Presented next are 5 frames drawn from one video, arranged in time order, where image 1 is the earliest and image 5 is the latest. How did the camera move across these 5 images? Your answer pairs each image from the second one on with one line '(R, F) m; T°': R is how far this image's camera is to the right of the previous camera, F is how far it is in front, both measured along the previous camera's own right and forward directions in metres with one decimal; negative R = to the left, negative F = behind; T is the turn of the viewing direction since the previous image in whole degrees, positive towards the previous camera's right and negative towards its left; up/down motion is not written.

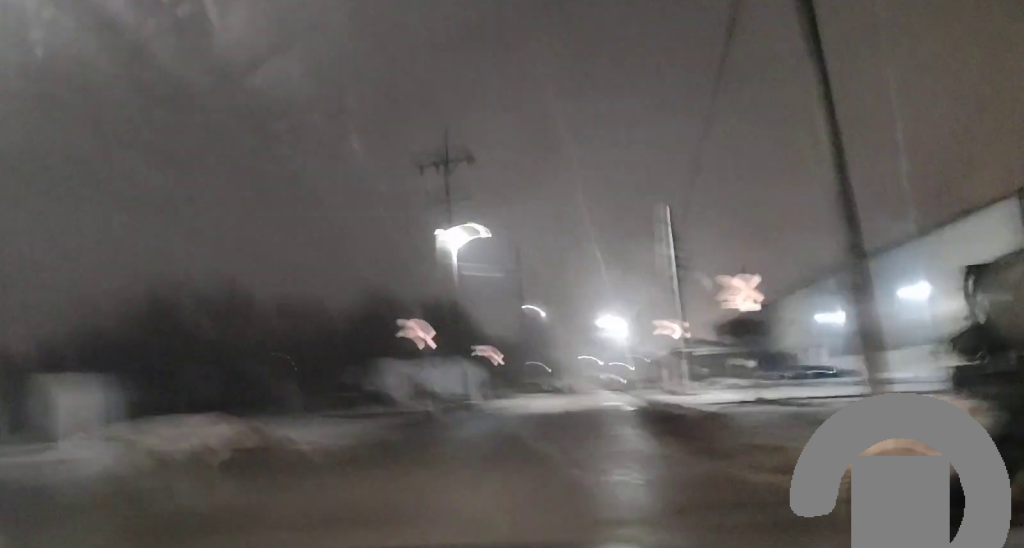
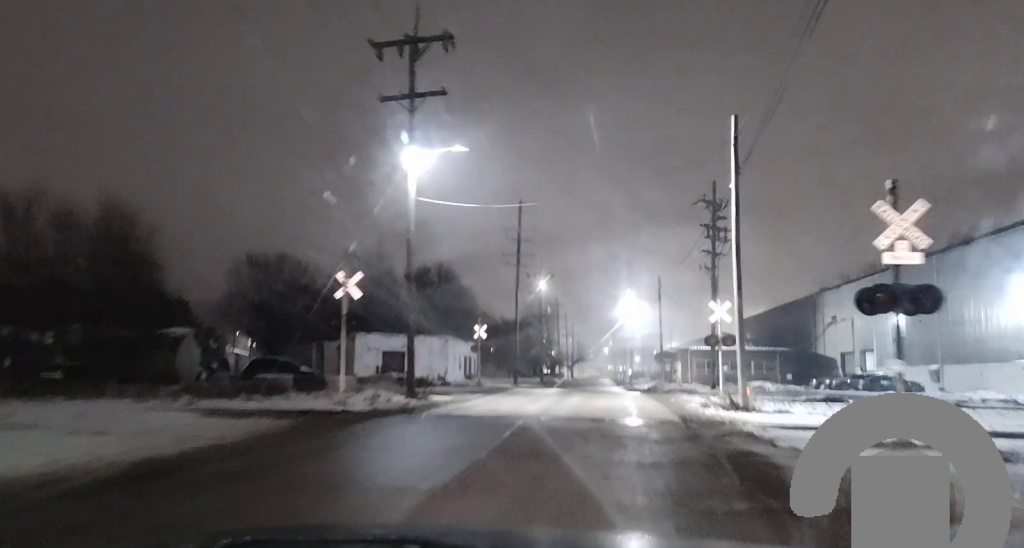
(-0.1, +15.1) m; -2°
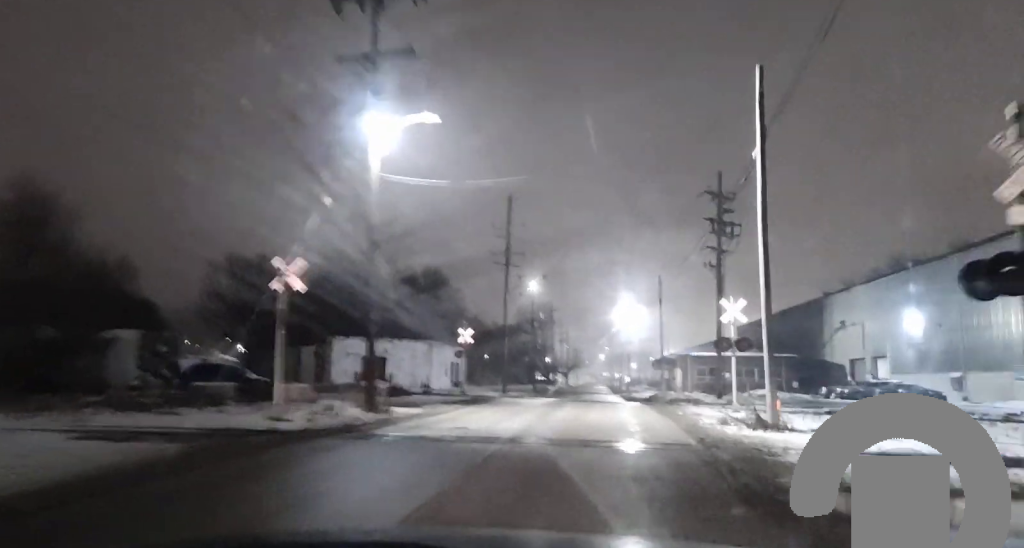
(-0.1, +5.5) m; 0°
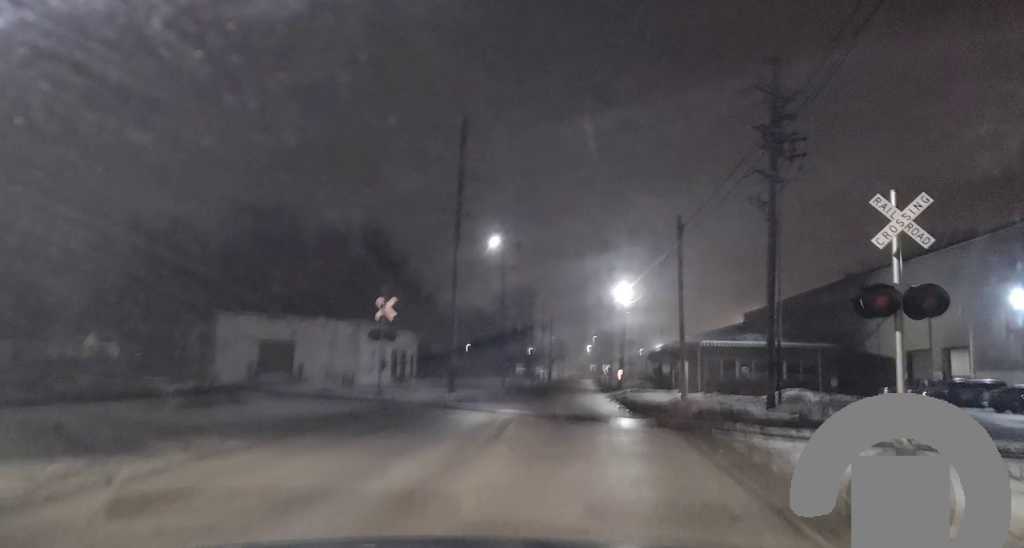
(+0.2, +21.0) m; 0°
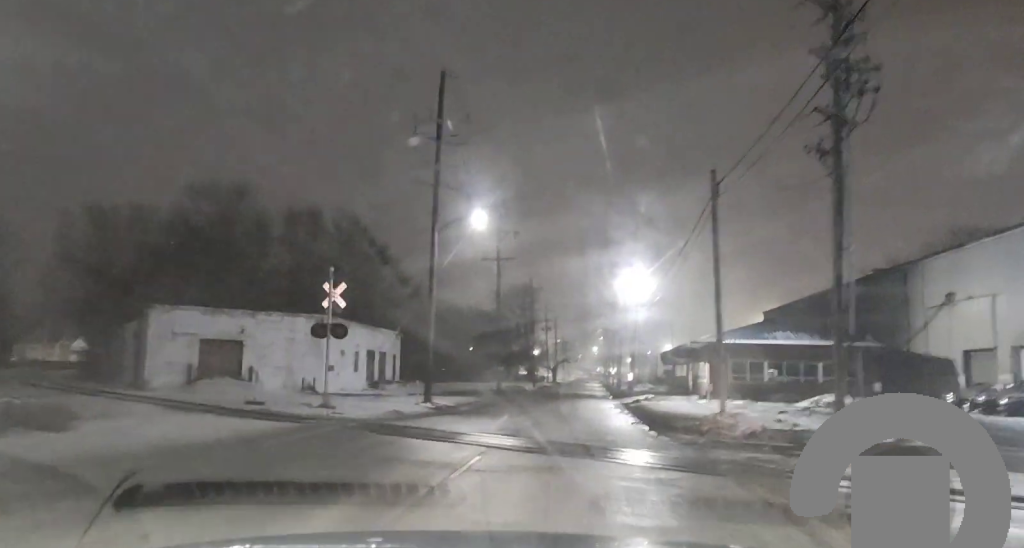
(-0.1, +9.6) m; 0°
